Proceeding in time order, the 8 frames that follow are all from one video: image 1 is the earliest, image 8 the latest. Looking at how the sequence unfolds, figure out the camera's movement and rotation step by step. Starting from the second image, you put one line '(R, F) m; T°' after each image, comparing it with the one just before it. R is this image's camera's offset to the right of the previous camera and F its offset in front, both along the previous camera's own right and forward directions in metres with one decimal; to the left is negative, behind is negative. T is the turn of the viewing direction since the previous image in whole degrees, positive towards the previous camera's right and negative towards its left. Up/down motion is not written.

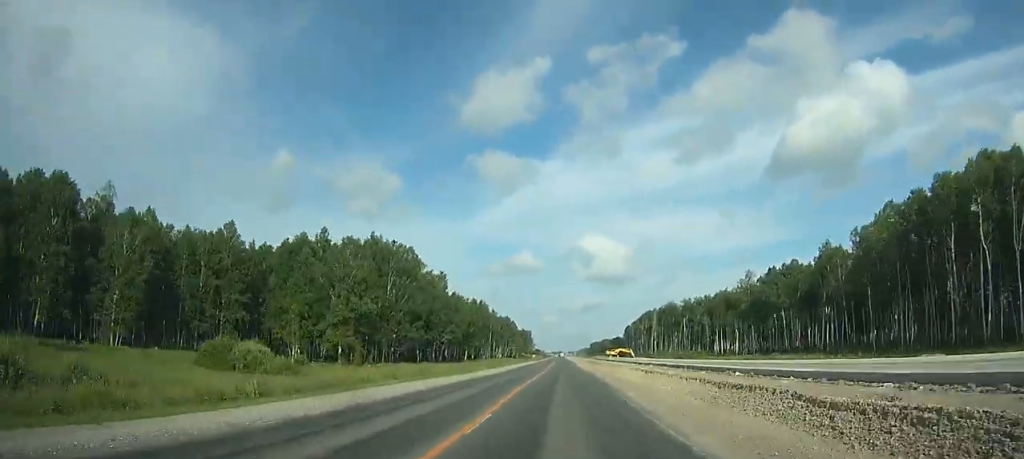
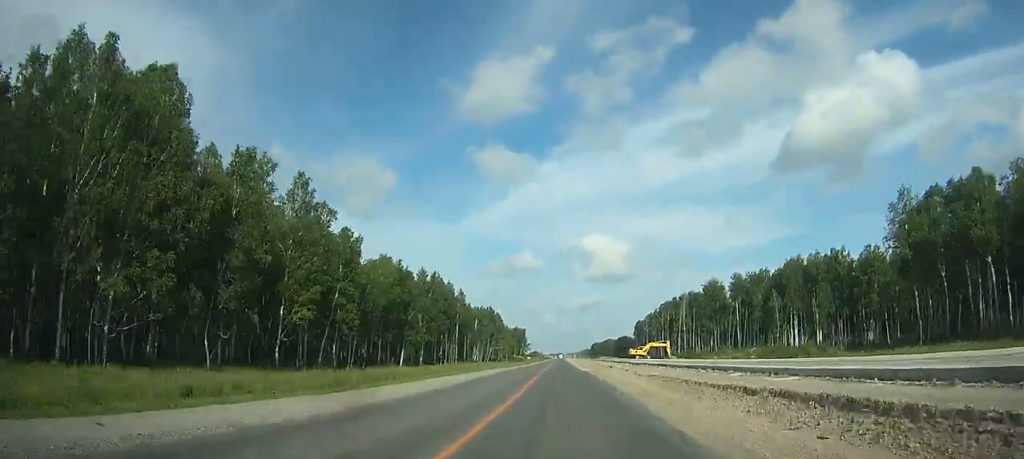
(+0.3, +74.8) m; 0°
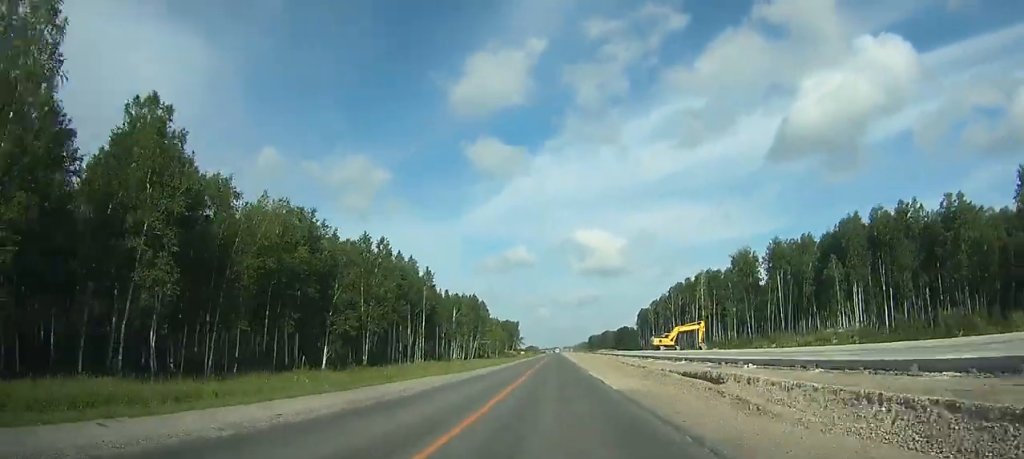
(0.0, +38.7) m; 0°
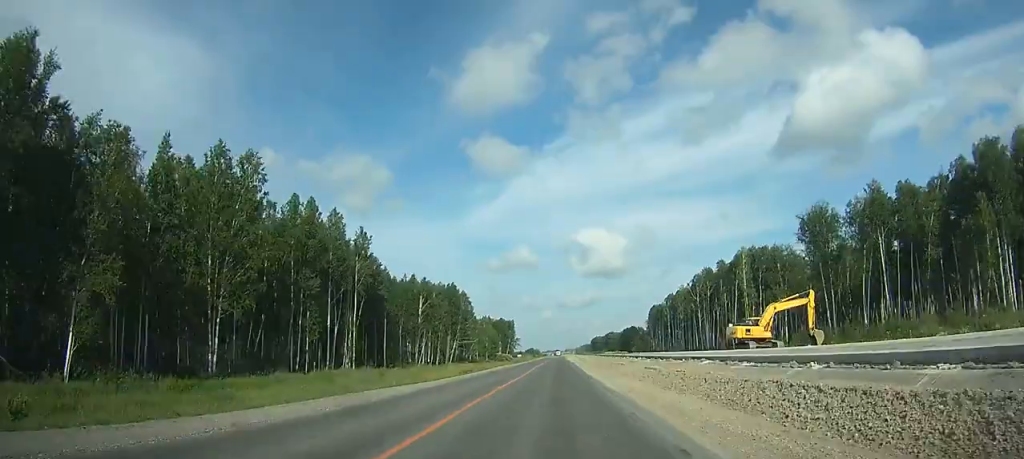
(-0.1, +46.7) m; 0°
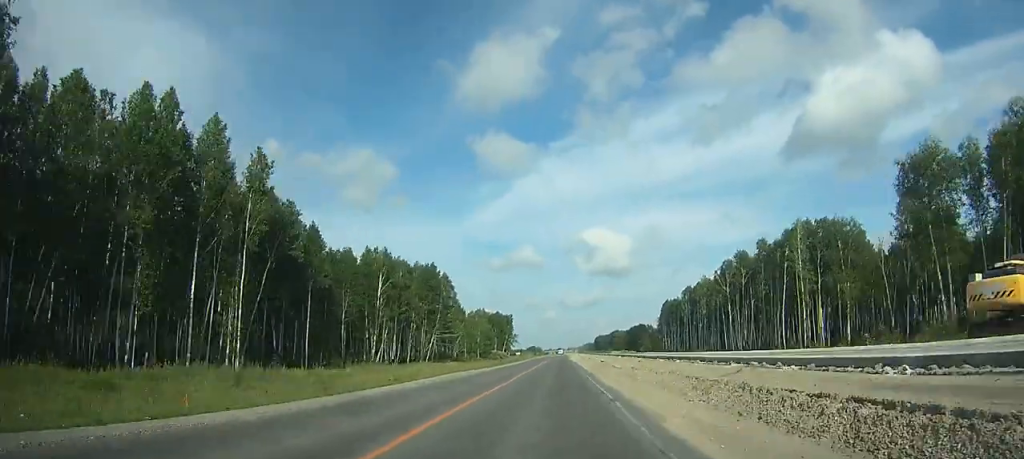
(-0.1, +33.5) m; 0°
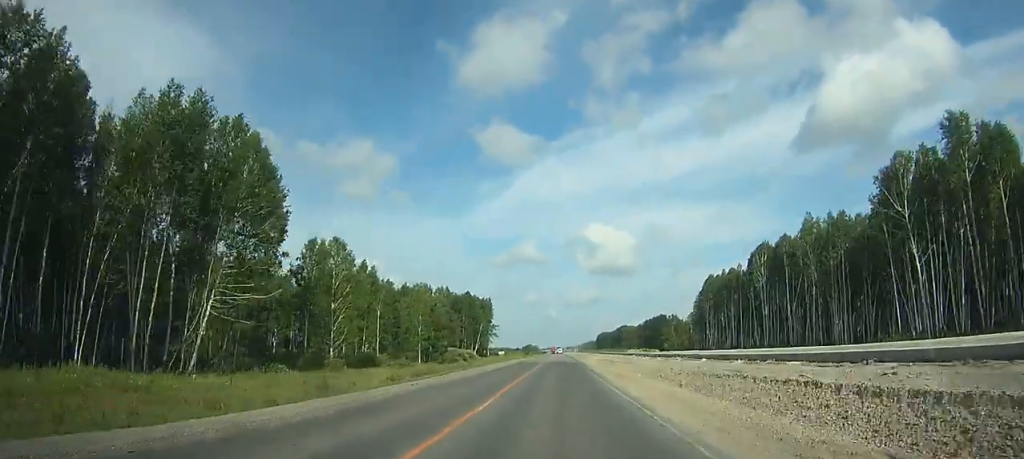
(0.0, +91.2) m; 0°
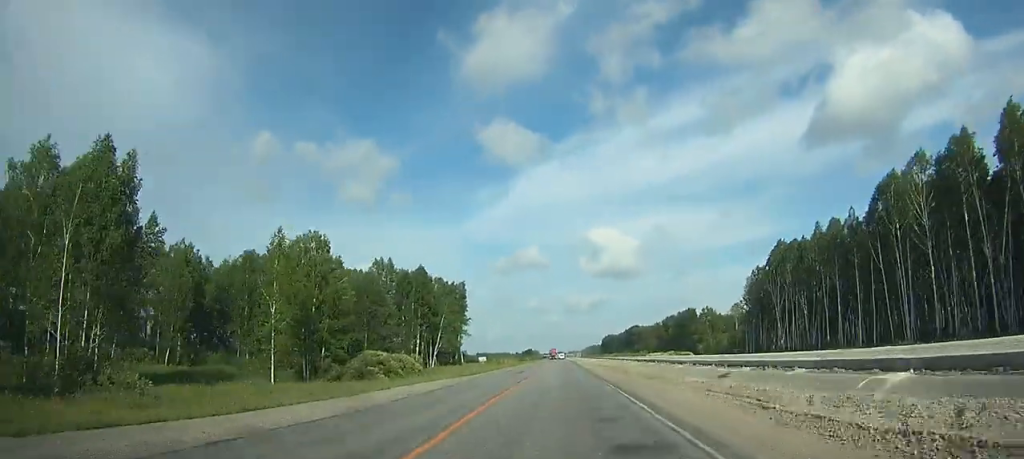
(0.0, +70.9) m; 0°
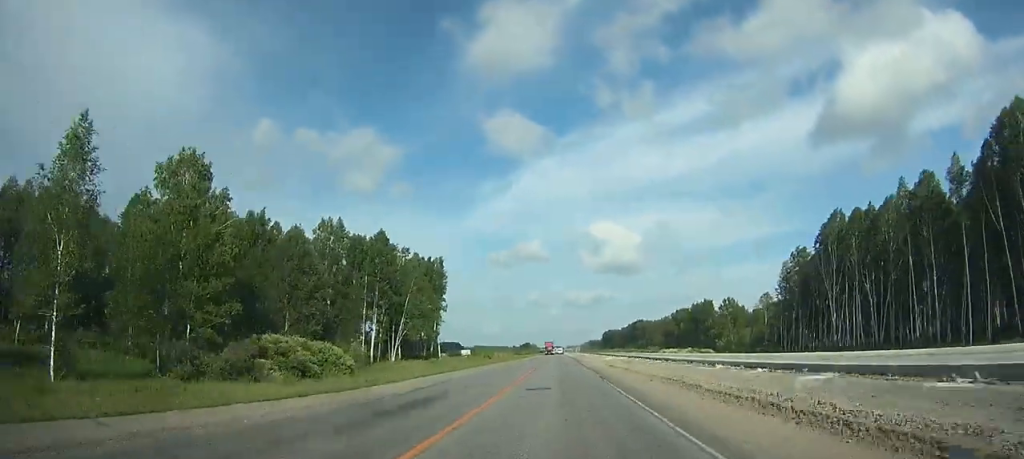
(0.0, +32.7) m; 0°
